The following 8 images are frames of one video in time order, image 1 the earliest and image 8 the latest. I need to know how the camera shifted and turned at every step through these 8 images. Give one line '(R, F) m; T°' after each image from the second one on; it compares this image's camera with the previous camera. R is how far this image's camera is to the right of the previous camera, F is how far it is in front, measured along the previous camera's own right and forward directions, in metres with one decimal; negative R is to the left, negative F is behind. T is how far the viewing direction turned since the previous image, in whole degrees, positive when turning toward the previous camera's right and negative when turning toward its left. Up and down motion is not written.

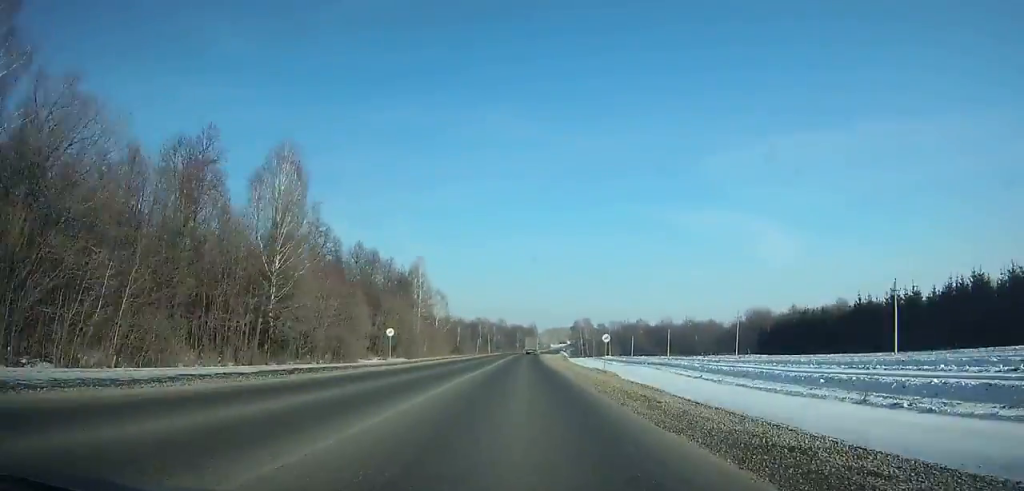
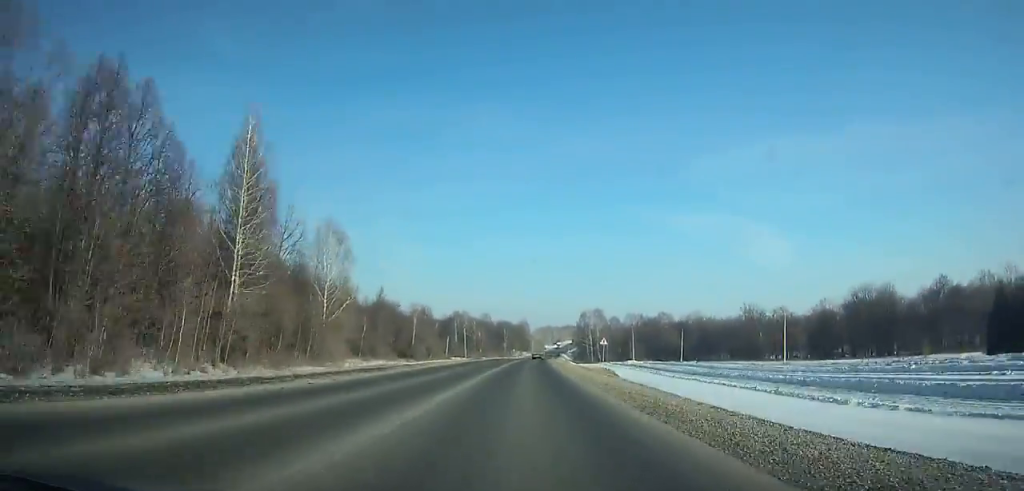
(+0.8, +87.7) m; +1°
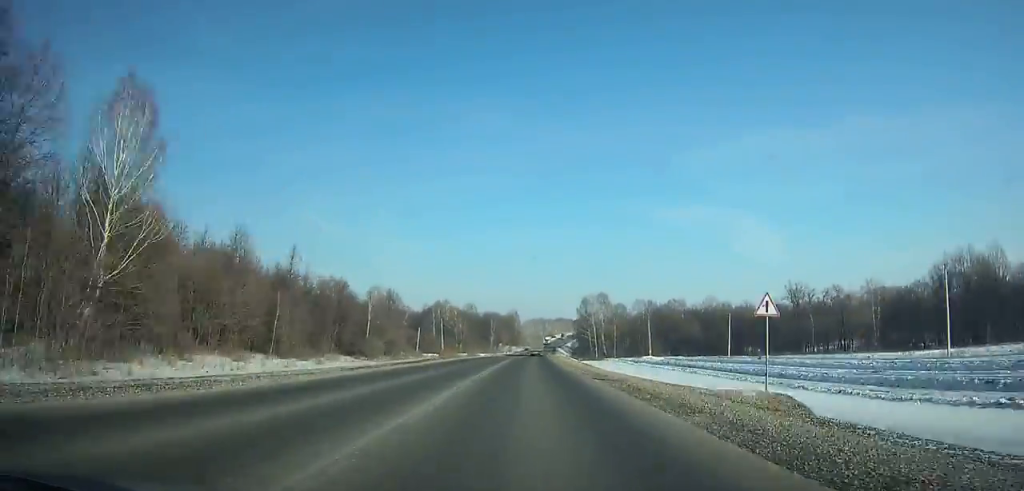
(+0.5, +43.2) m; +1°
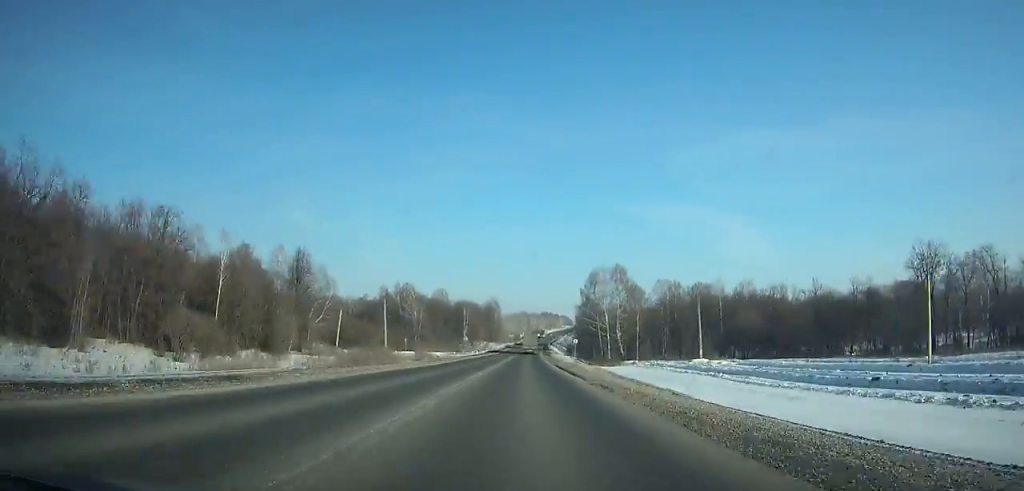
(+0.8, +63.7) m; +1°
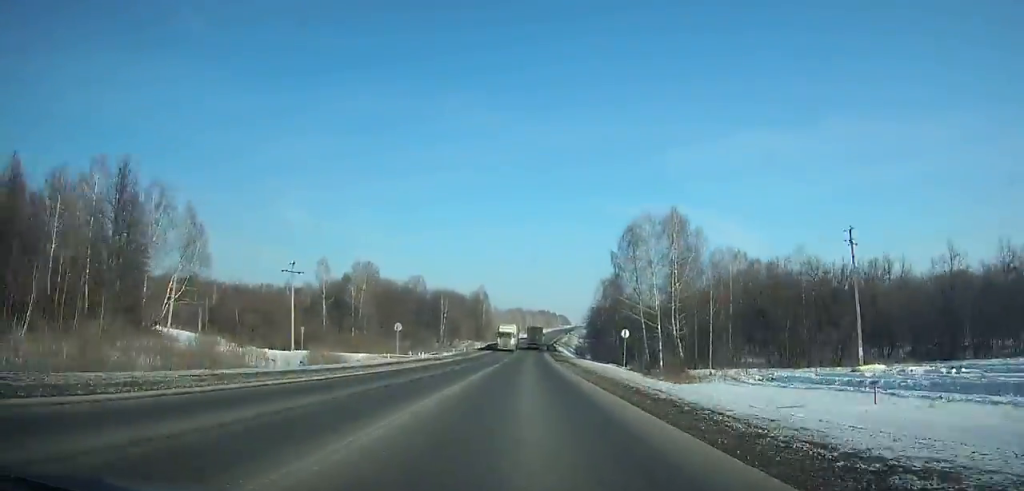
(+0.2, +55.2) m; +1°
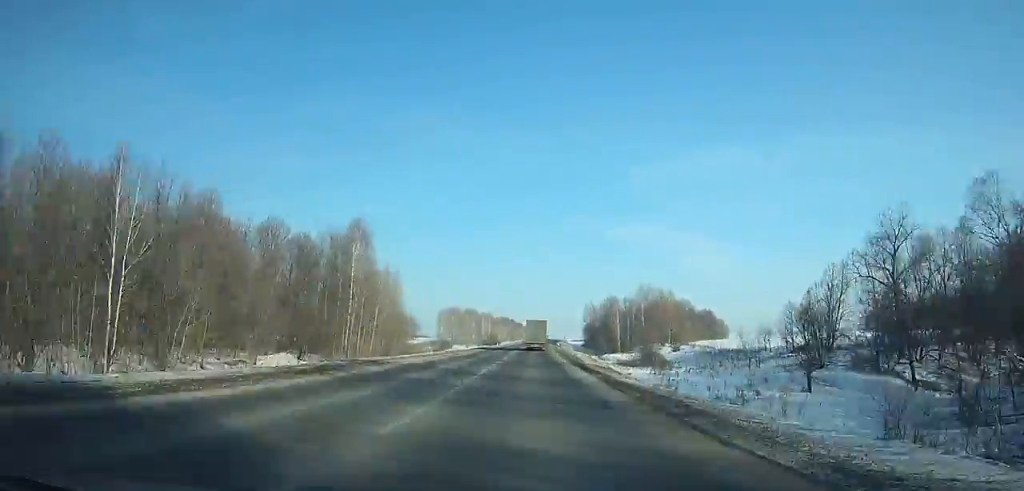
(+4.2, +141.3) m; +3°
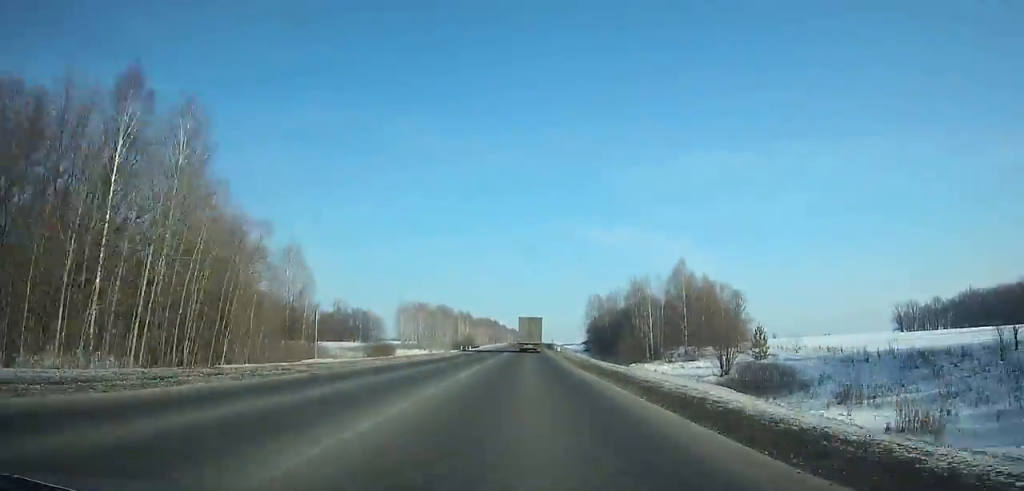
(+0.6, +49.1) m; +1°
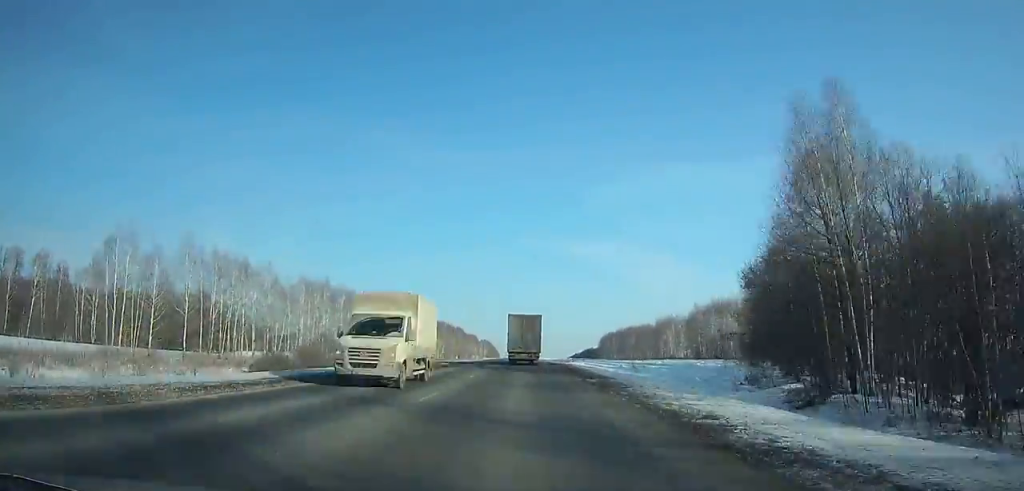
(+2.8, +125.9) m; +2°
